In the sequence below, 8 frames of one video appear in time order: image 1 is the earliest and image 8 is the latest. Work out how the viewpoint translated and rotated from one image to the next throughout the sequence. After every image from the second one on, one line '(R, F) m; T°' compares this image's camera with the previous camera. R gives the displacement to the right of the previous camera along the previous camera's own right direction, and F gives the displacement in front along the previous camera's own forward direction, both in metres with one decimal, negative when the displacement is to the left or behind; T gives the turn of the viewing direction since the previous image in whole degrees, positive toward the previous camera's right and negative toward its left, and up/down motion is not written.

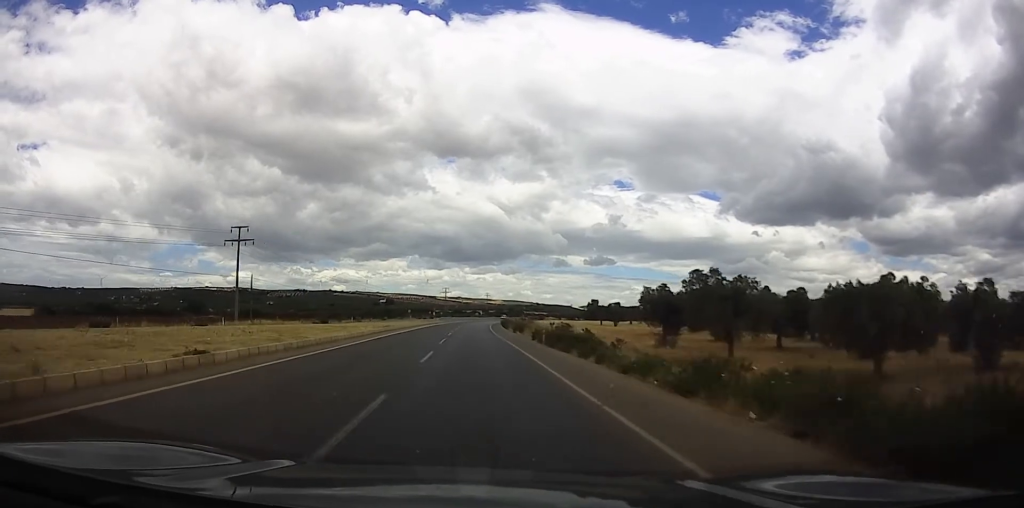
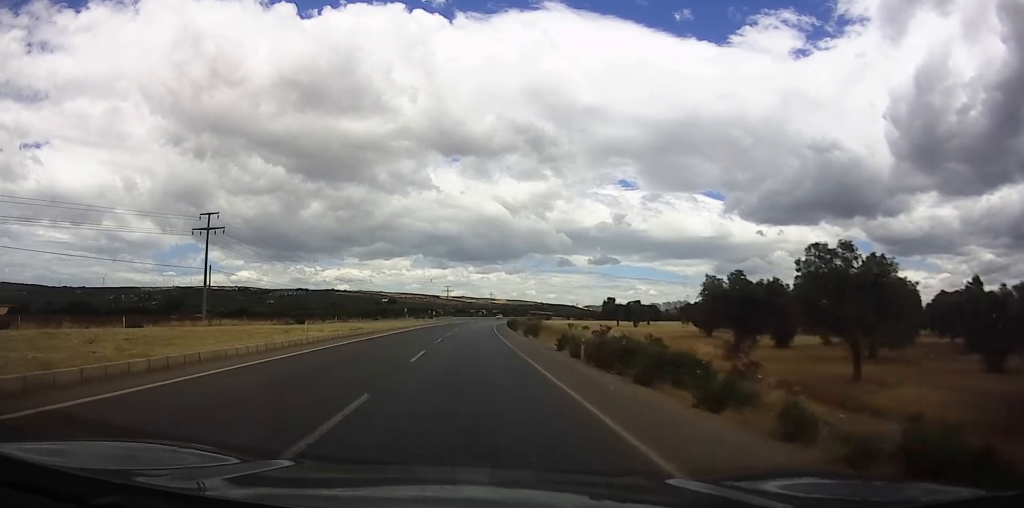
(-0.1, +13.1) m; 0°
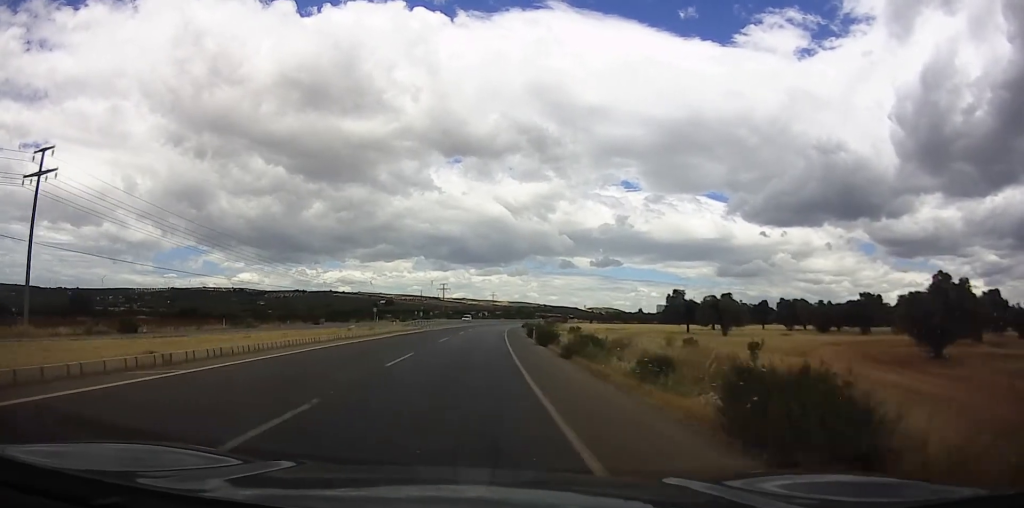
(-0.1, +37.9) m; 0°
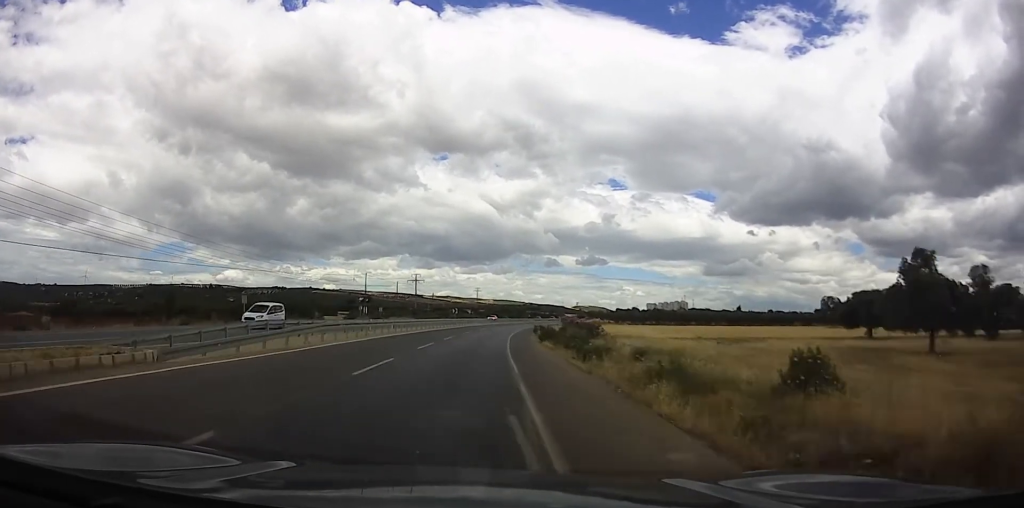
(+0.1, +44.5) m; +2°
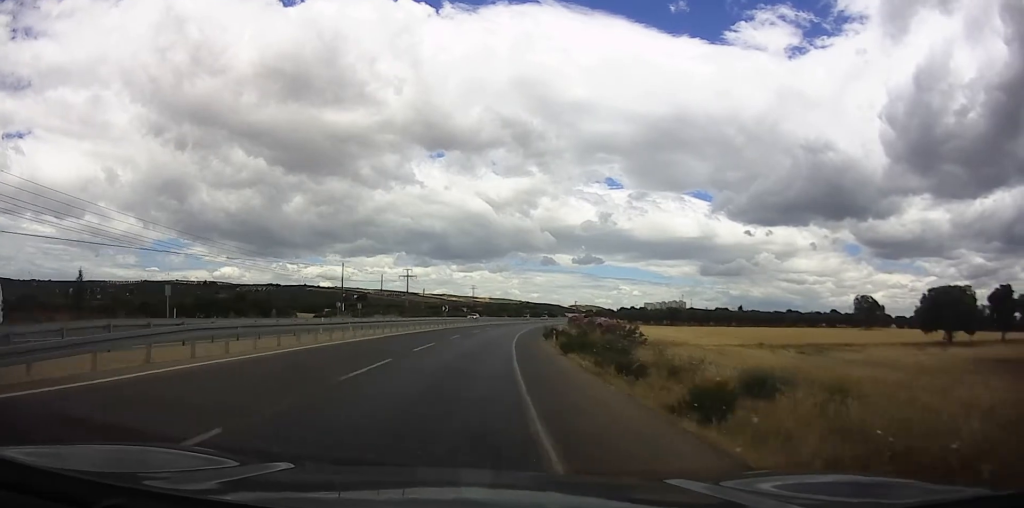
(+0.4, +11.2) m; 0°
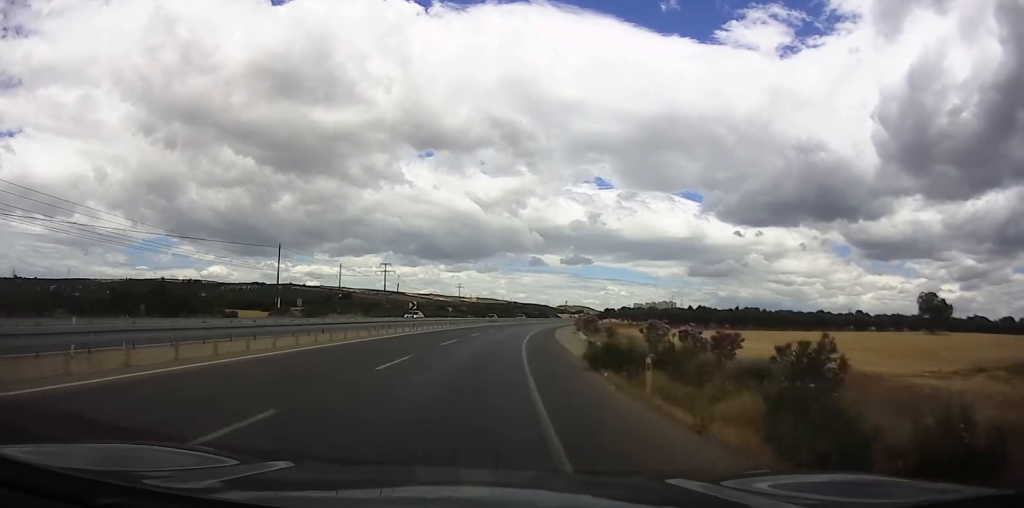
(+0.2, +18.9) m; 0°
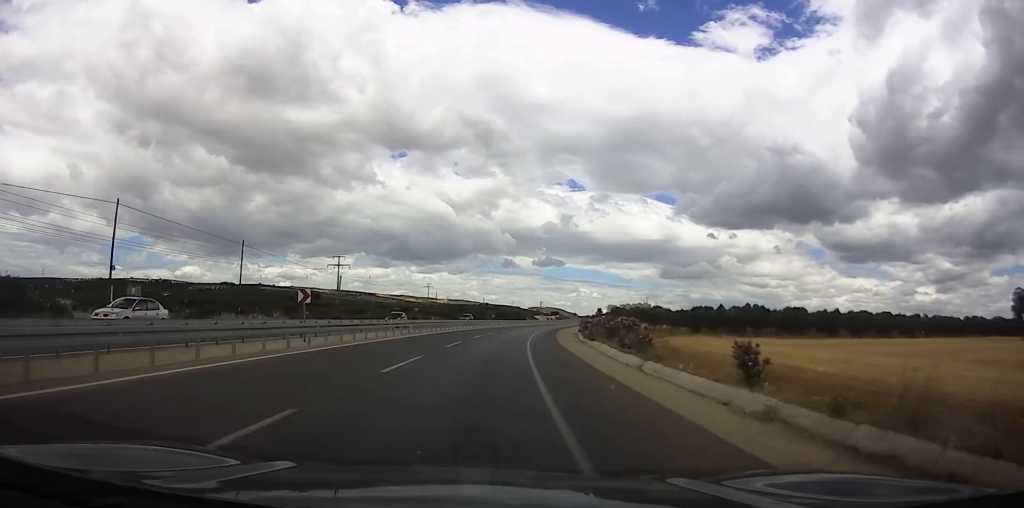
(0.0, +22.9) m; +2°
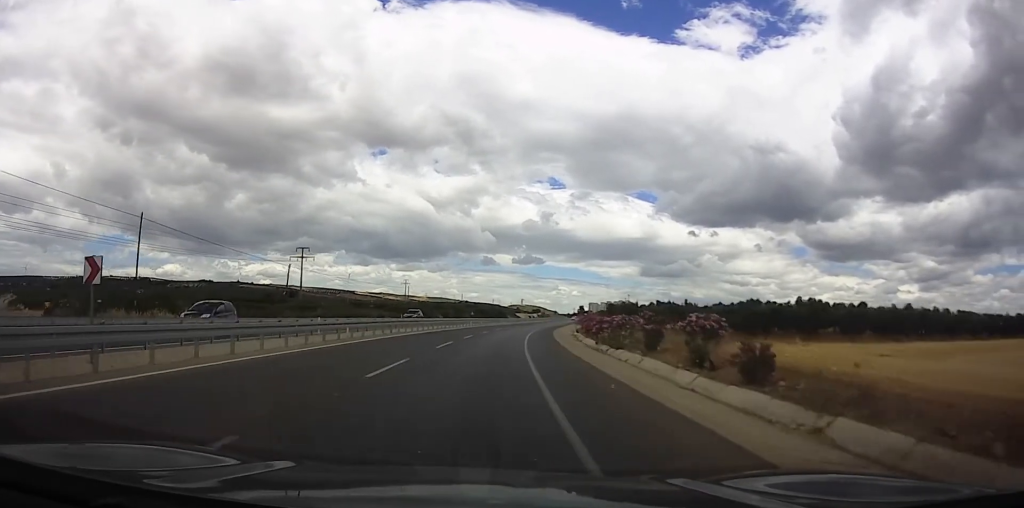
(+0.4, +13.7) m; +2°
